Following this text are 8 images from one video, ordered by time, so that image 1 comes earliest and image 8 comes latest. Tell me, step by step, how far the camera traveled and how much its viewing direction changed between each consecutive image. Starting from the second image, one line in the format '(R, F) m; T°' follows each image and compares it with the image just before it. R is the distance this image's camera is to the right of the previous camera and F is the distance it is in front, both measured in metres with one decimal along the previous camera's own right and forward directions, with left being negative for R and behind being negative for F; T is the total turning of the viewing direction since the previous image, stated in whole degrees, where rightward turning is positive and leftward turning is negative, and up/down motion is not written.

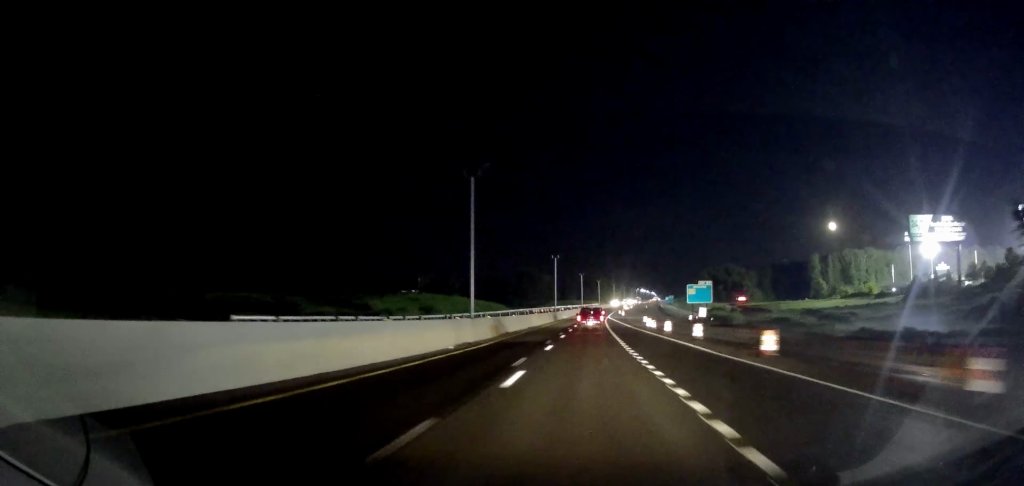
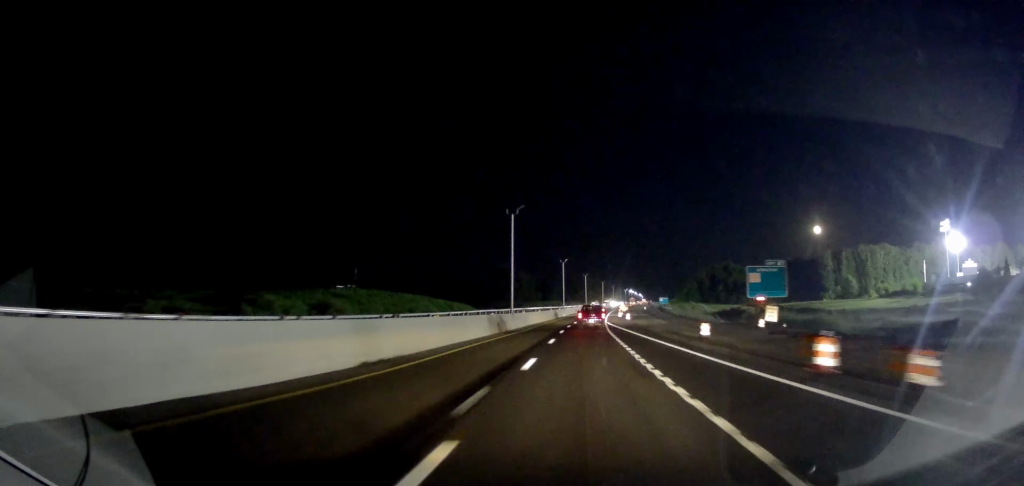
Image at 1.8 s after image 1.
(+0.2, +46.2) m; +1°
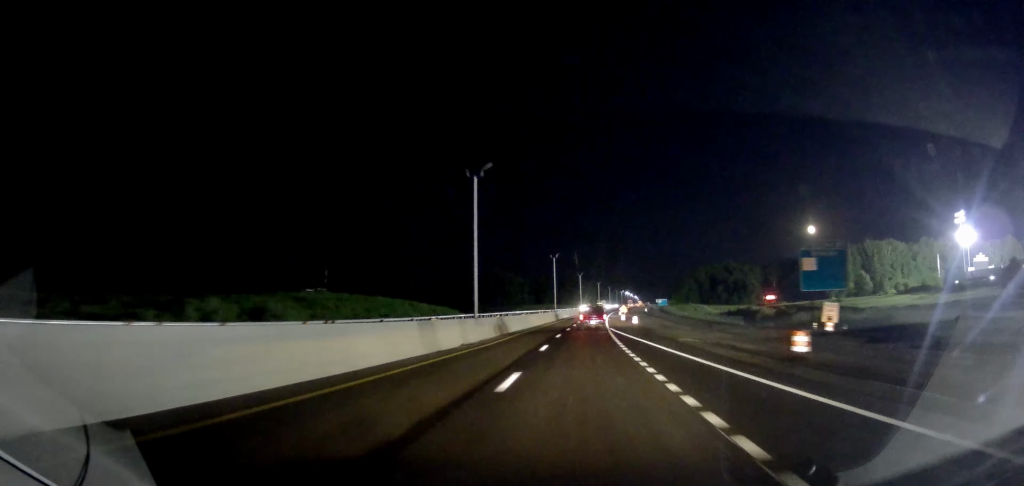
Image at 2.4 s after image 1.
(+0.4, +16.1) m; 0°
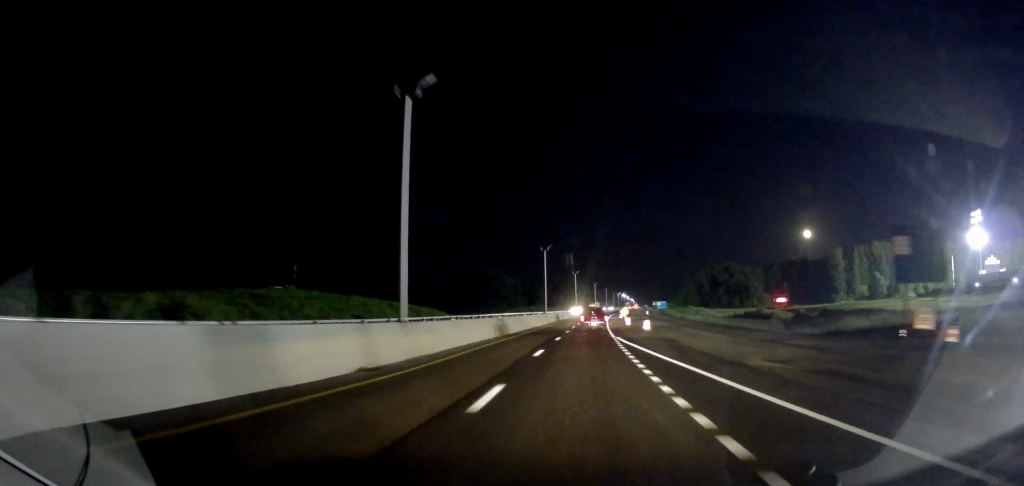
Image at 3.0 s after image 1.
(-0.2, +14.3) m; +1°
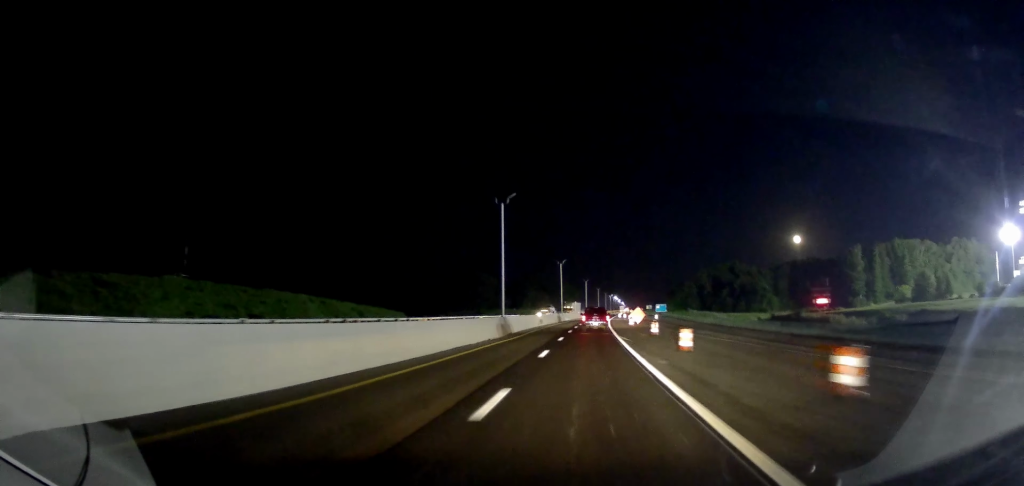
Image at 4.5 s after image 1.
(+0.8, +36.9) m; +2°
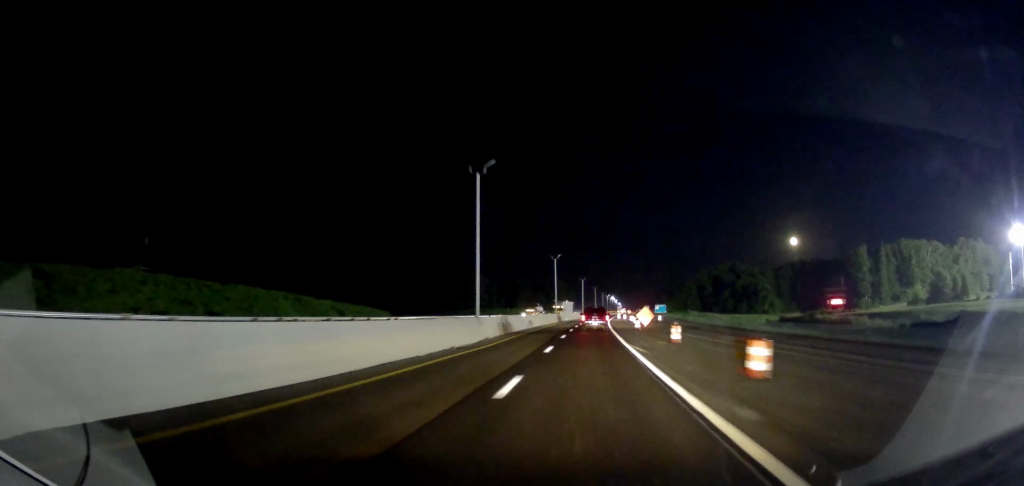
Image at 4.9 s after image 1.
(-0.1, +10.0) m; 0°
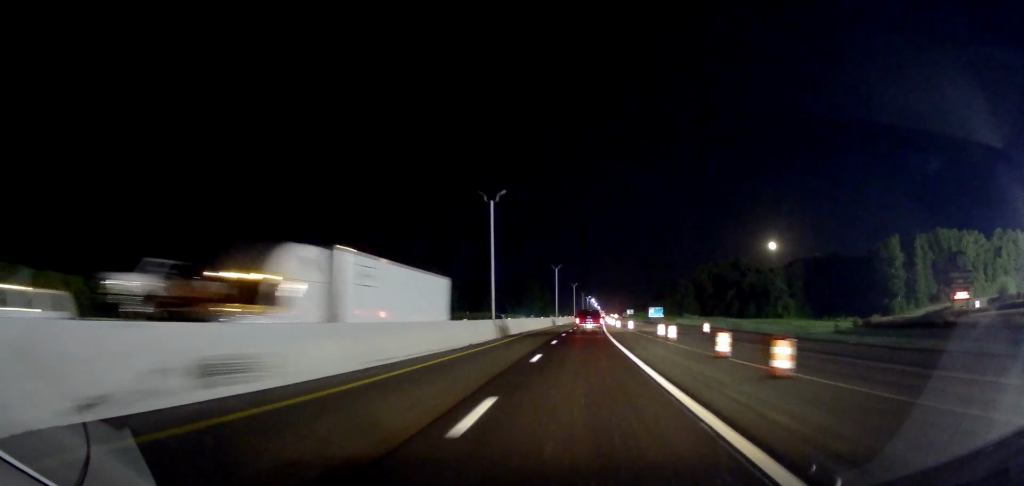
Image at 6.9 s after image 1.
(+0.4, +51.2) m; +2°
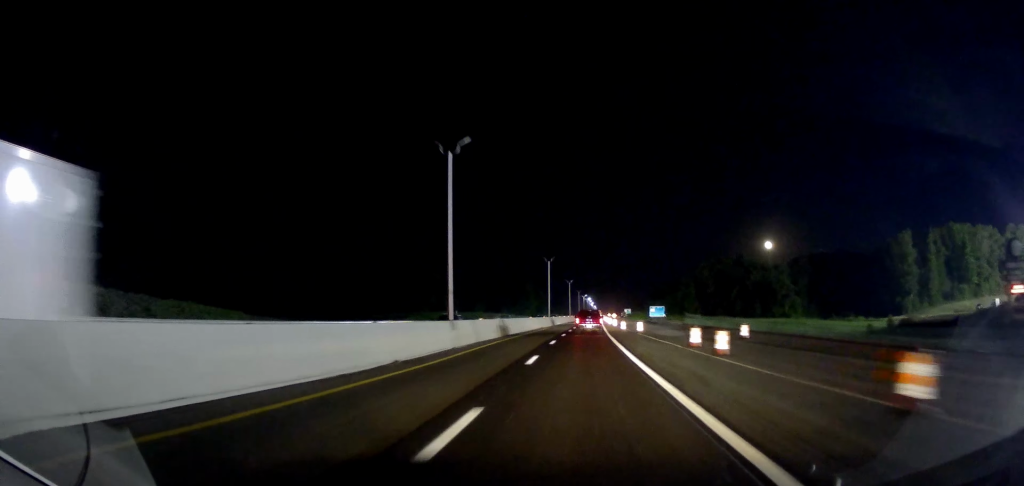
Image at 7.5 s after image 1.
(-0.1, +13.2) m; +1°
